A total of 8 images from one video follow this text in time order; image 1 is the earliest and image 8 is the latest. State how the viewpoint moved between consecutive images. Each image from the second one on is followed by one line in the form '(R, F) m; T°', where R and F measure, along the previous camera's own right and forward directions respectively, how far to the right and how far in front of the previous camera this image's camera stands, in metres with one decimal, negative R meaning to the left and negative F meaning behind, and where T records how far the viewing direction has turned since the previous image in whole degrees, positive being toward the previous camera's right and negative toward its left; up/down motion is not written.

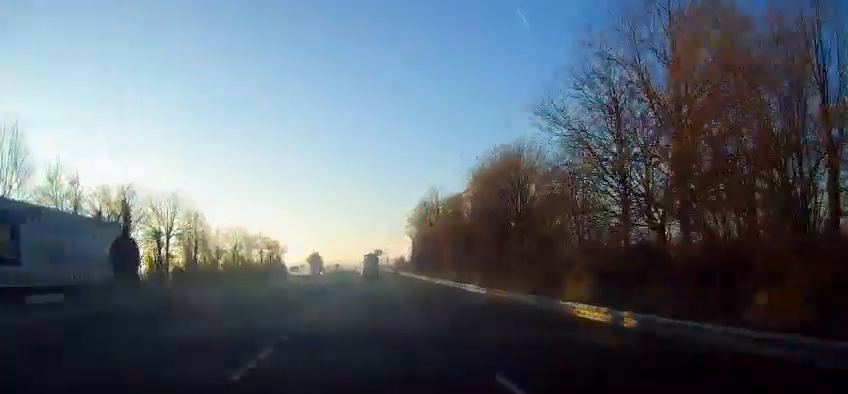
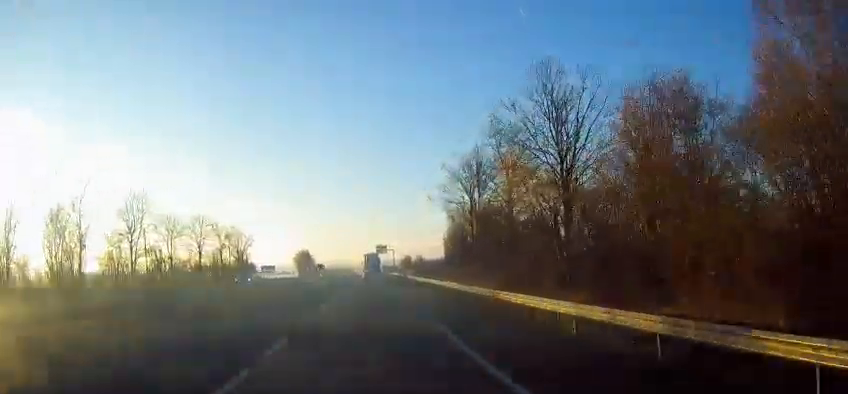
(0.0, +41.1) m; -1°
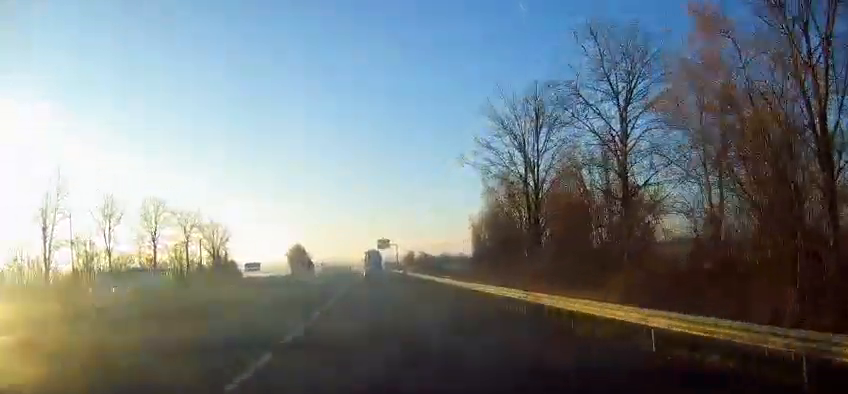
(-0.1, +15.6) m; 0°
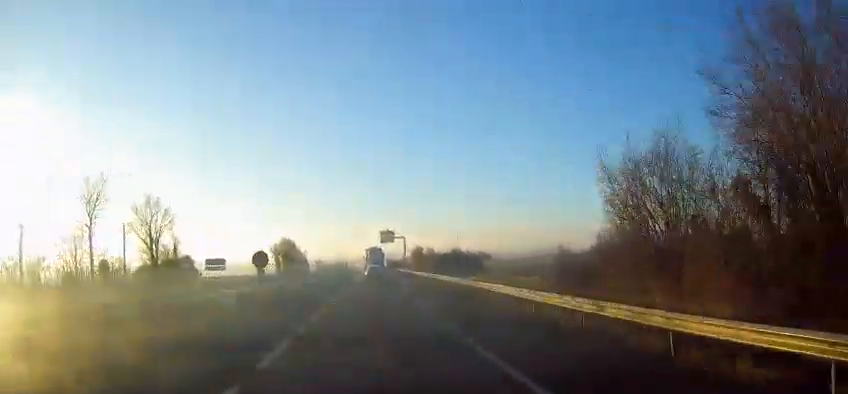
(-0.1, +24.4) m; 0°
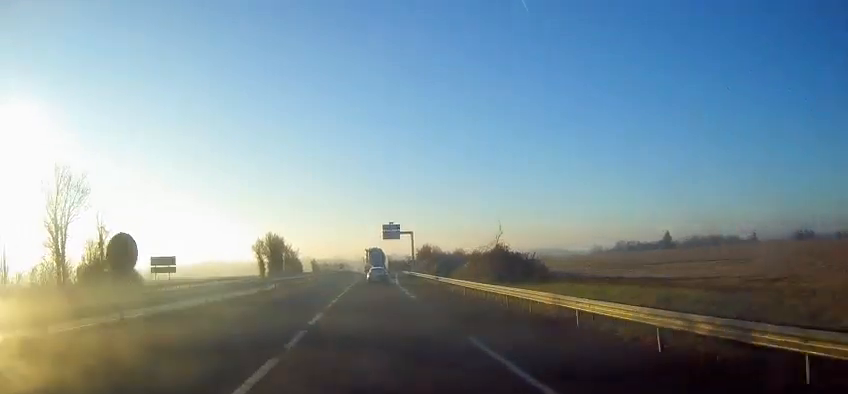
(+0.2, +19.6) m; 0°
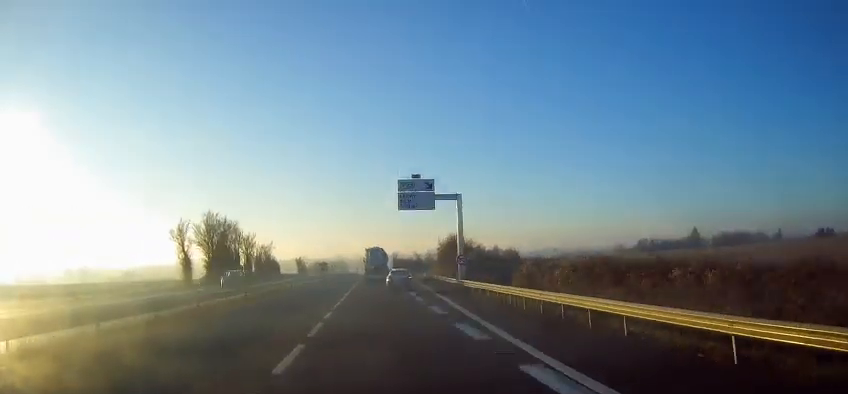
(0.0, +47.0) m; 0°
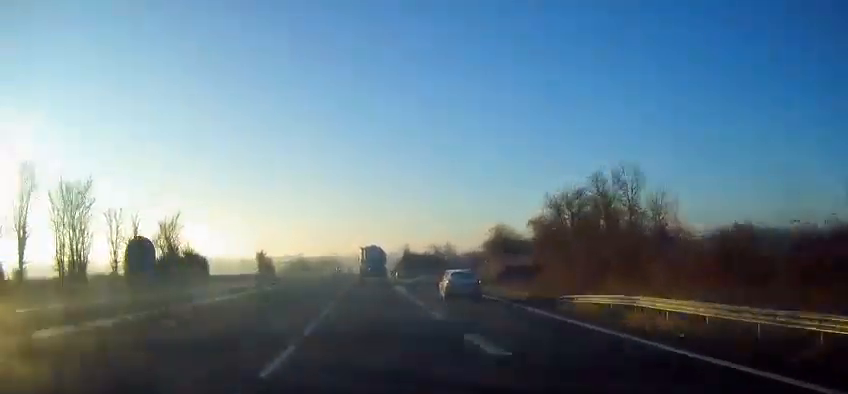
(0.0, +61.5) m; 0°
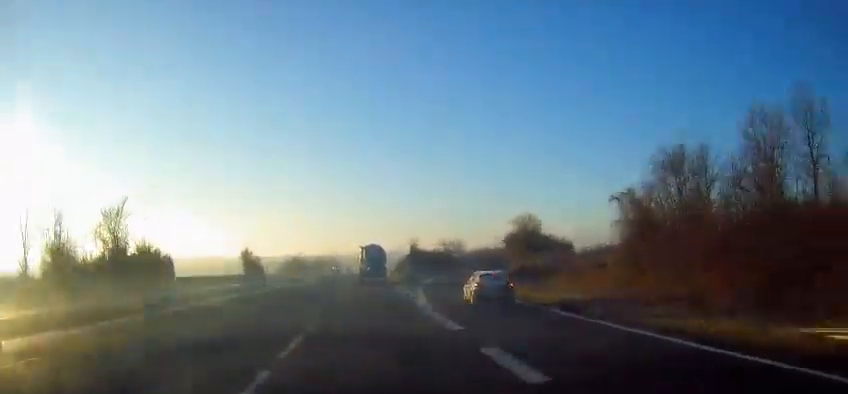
(0.0, +15.3) m; 0°
